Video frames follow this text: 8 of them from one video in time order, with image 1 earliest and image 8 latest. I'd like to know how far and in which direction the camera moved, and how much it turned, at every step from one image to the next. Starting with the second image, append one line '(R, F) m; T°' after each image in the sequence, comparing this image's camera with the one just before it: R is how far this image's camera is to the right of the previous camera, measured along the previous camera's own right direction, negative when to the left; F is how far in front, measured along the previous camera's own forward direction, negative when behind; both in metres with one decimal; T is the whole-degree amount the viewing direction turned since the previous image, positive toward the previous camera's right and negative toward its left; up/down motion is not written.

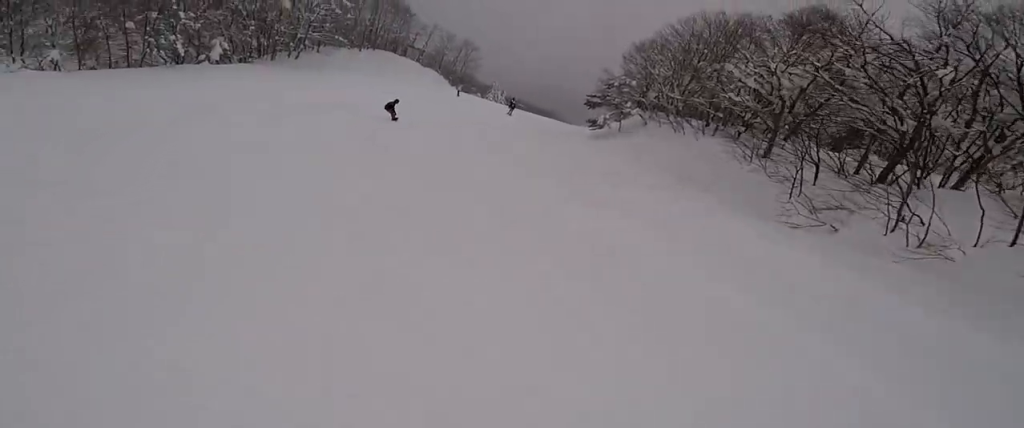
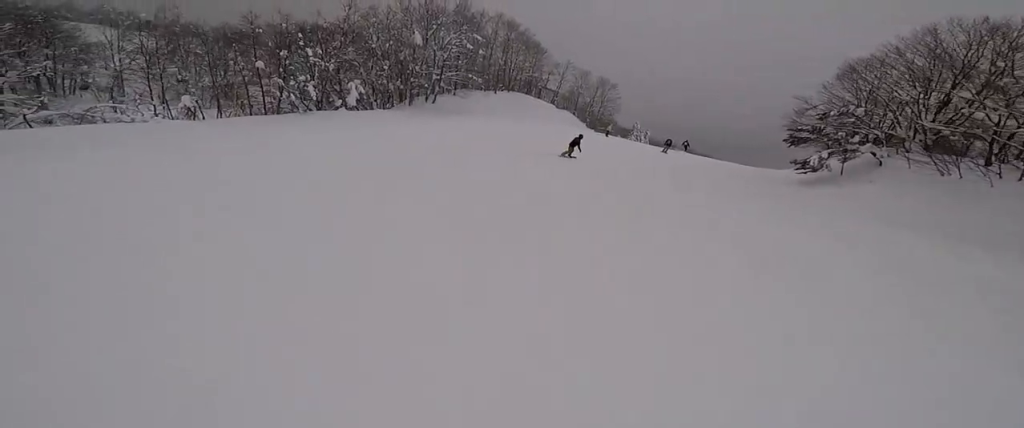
(-1.0, +7.4) m; -3°
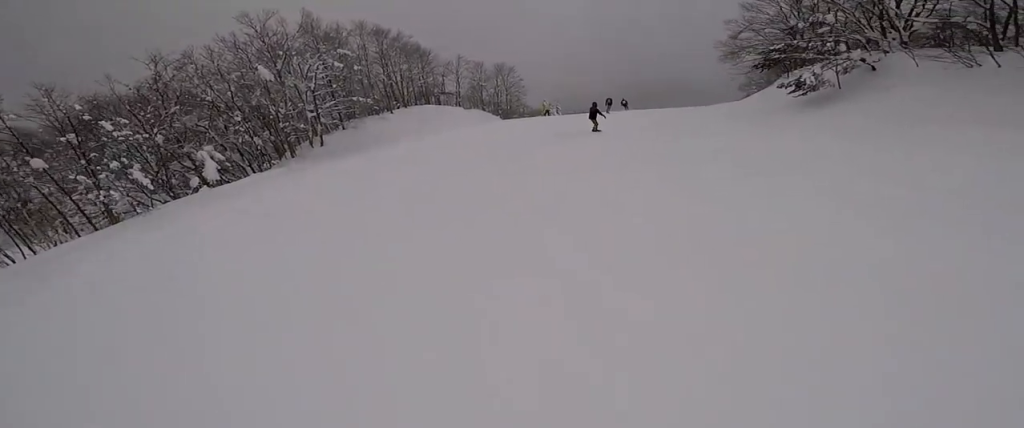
(+0.4, +7.2) m; +13°
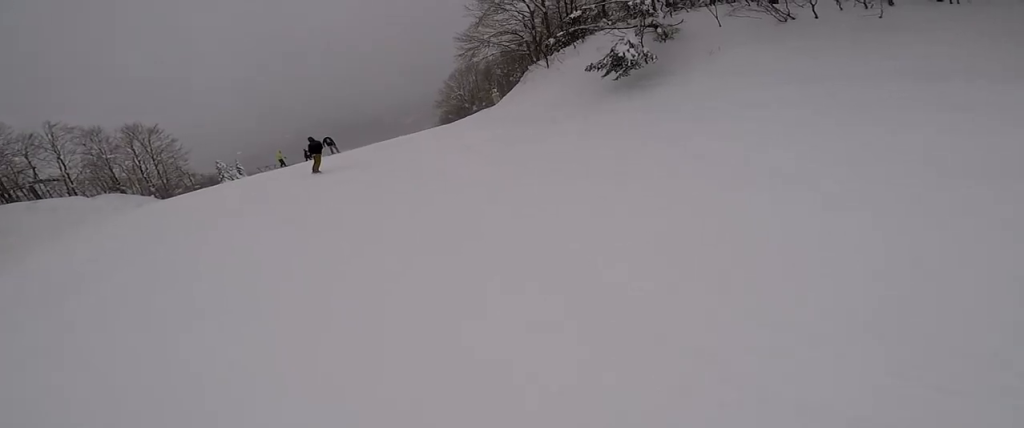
(+3.0, +11.9) m; +20°
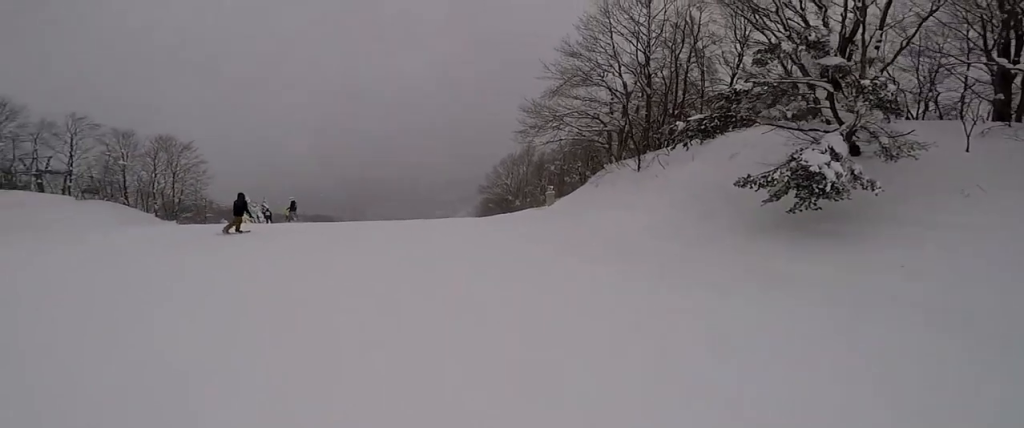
(+0.2, +9.0) m; 0°
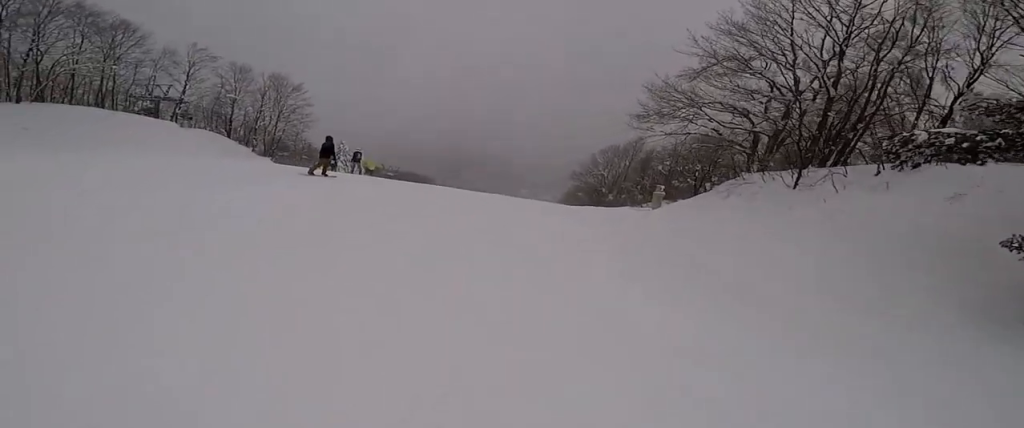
(0.0, +3.7) m; -6°
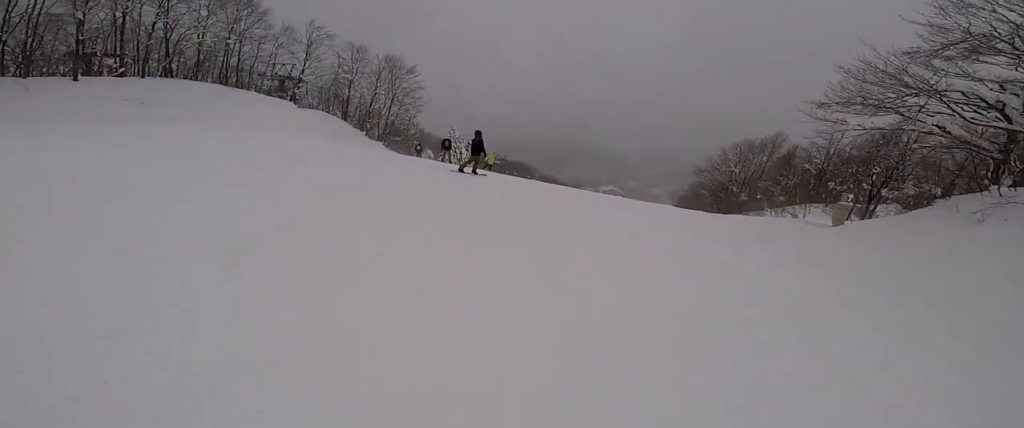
(+0.2, +4.3) m; -27°
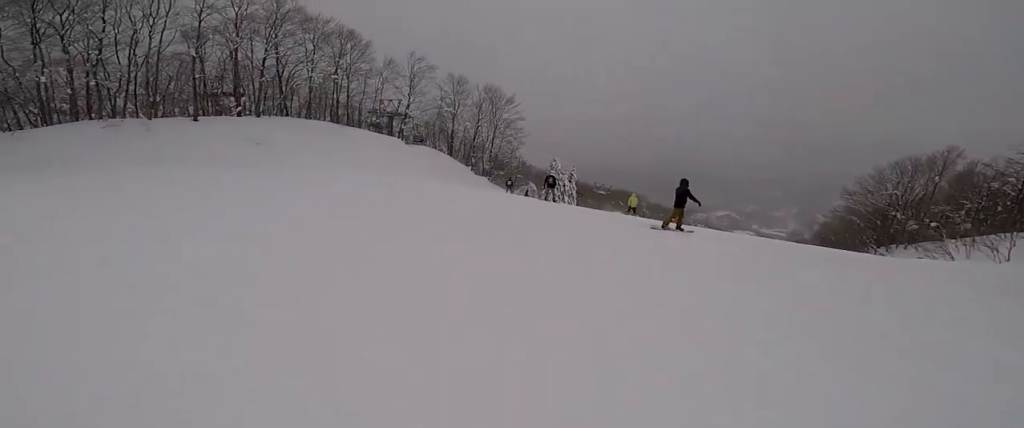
(-1.8, +3.2) m; -19°
